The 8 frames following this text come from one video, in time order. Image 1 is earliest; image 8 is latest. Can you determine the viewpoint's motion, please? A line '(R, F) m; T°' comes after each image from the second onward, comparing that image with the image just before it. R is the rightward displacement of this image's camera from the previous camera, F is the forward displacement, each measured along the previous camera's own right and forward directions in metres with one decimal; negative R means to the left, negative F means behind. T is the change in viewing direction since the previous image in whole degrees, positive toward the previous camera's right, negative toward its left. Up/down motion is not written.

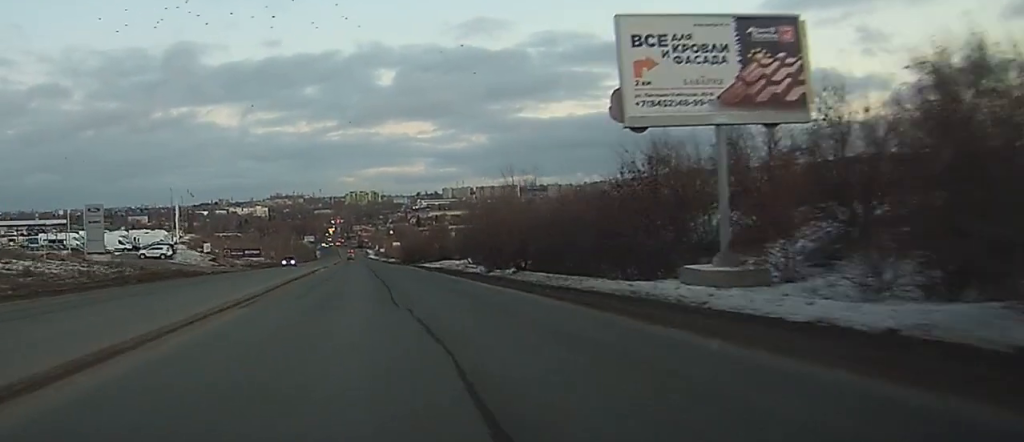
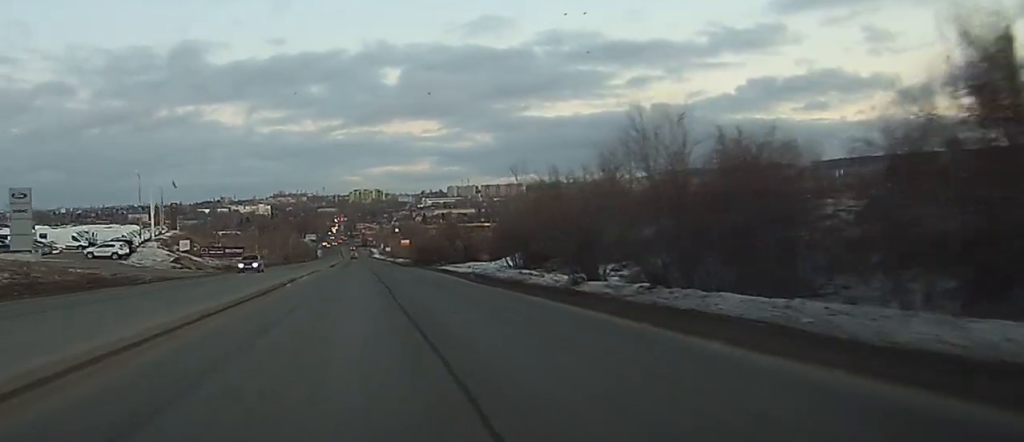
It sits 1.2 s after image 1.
(+0.2, +24.7) m; 0°
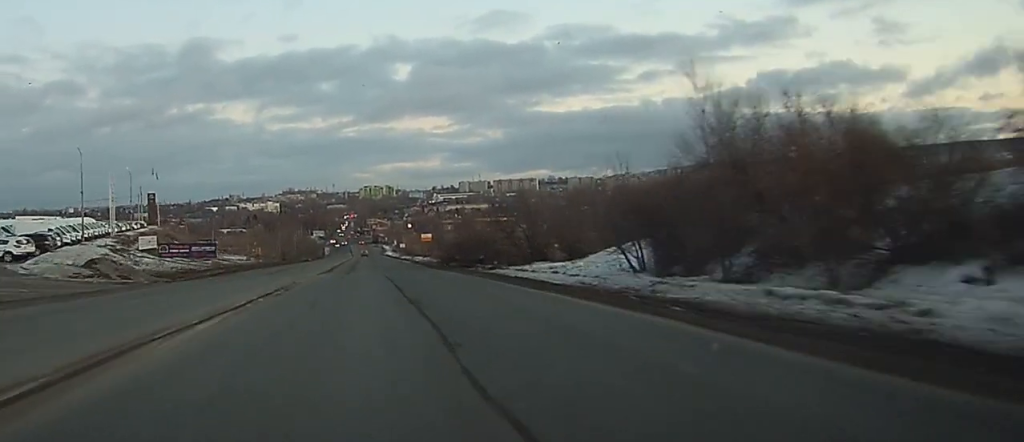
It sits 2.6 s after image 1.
(+0.1, +30.4) m; 0°
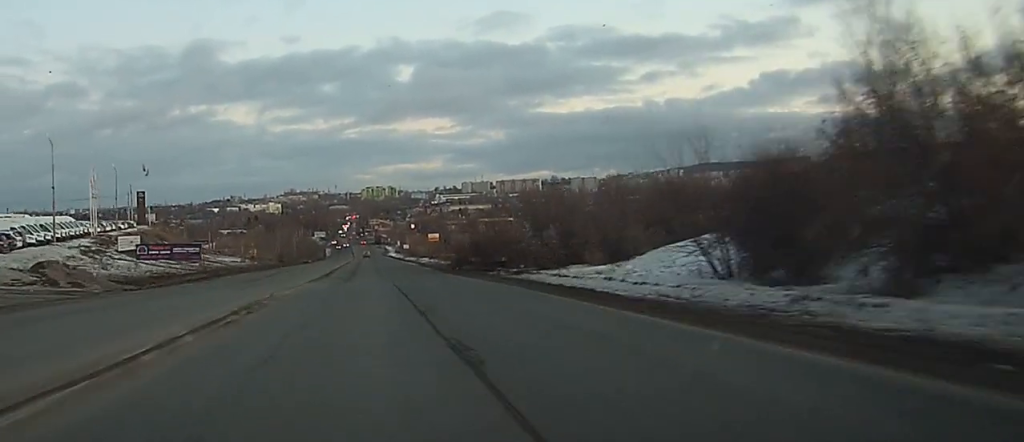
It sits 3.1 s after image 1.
(0.0, +9.7) m; 0°
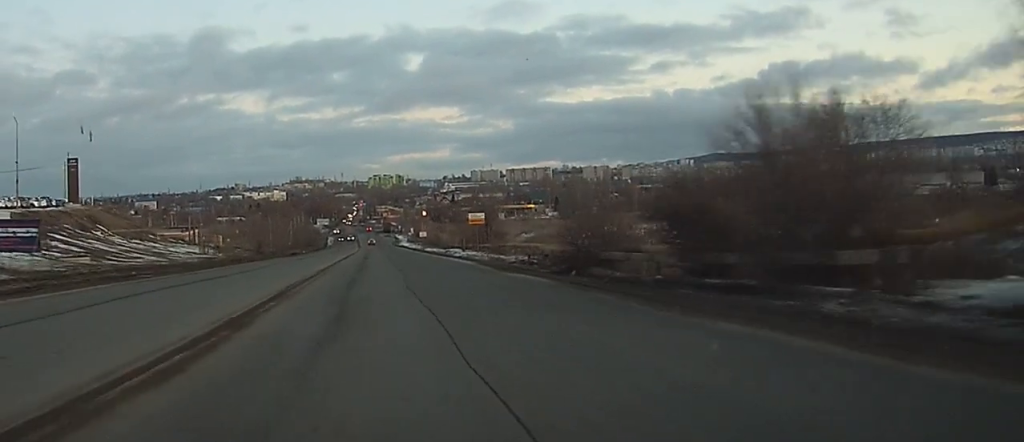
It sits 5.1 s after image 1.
(-0.4, +41.6) m; -1°
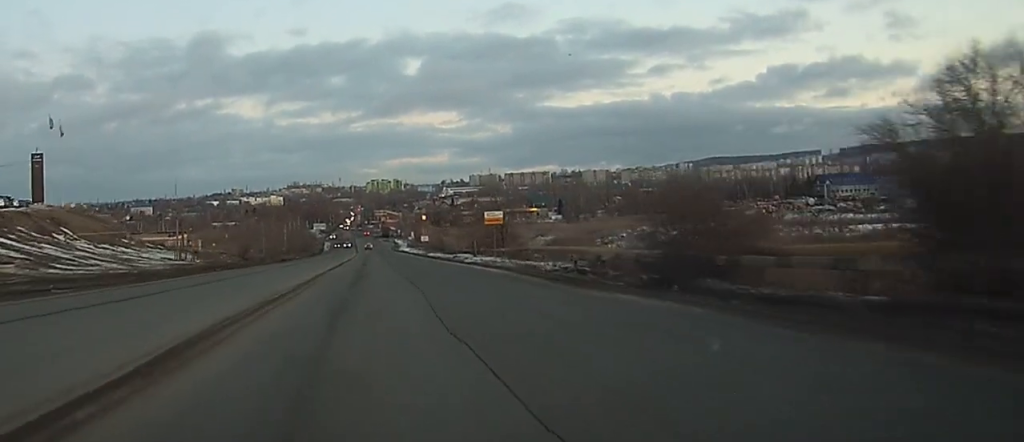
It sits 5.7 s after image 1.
(0.0, +12.5) m; 0°
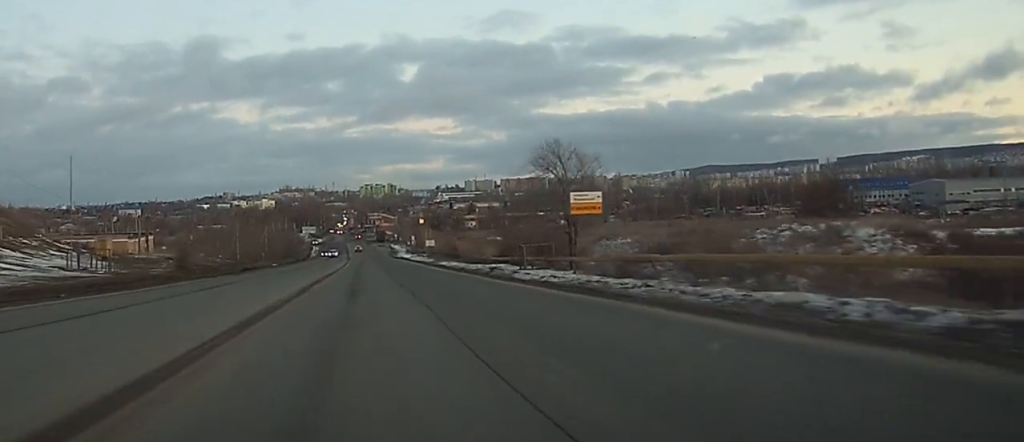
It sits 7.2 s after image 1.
(+0.1, +31.4) m; 0°
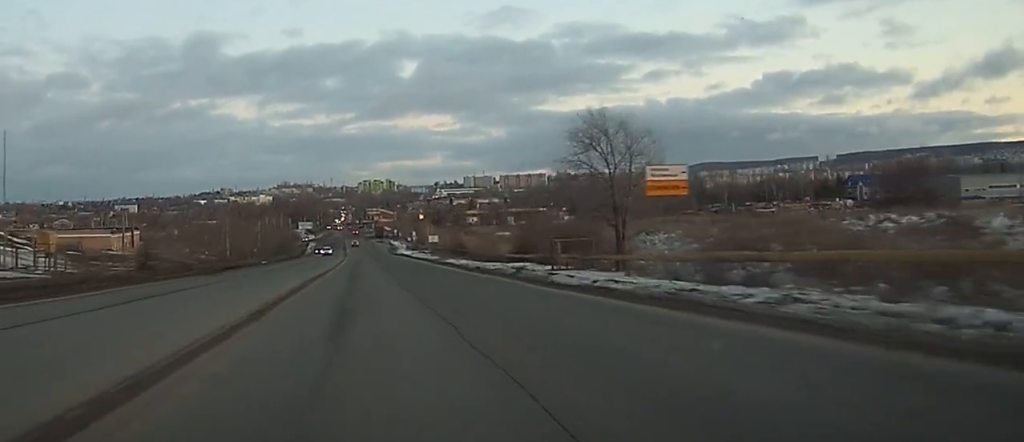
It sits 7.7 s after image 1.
(+0.1, +11.2) m; 0°
